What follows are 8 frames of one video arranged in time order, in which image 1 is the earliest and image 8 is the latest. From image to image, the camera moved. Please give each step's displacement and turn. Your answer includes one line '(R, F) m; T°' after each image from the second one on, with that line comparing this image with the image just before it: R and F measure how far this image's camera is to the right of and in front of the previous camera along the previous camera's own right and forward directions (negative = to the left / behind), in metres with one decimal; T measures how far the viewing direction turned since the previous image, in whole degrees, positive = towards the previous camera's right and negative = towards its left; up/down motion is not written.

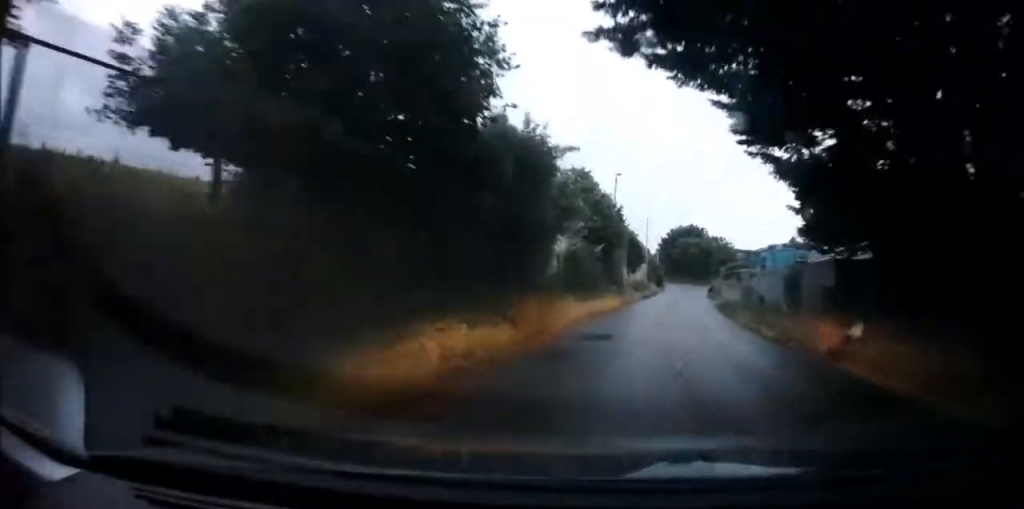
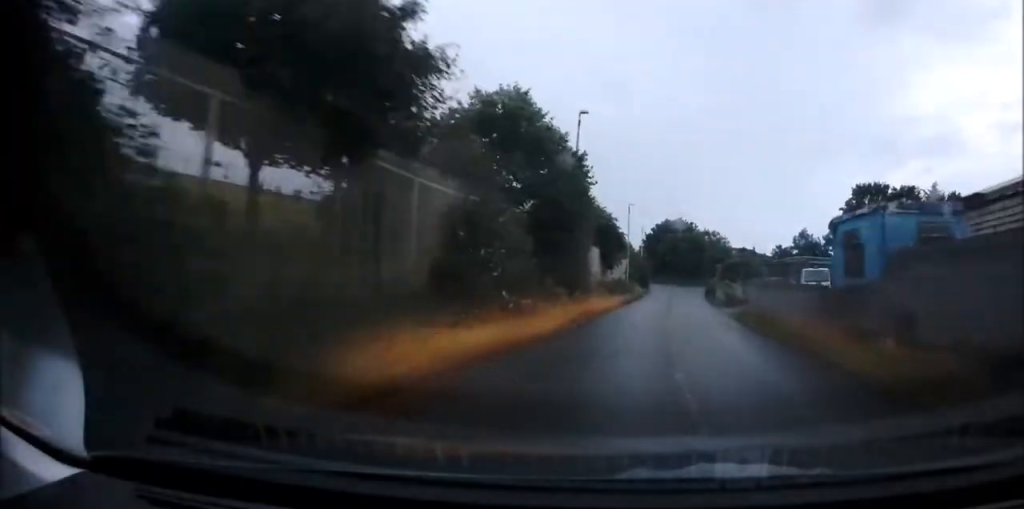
(+0.3, +14.1) m; +1°
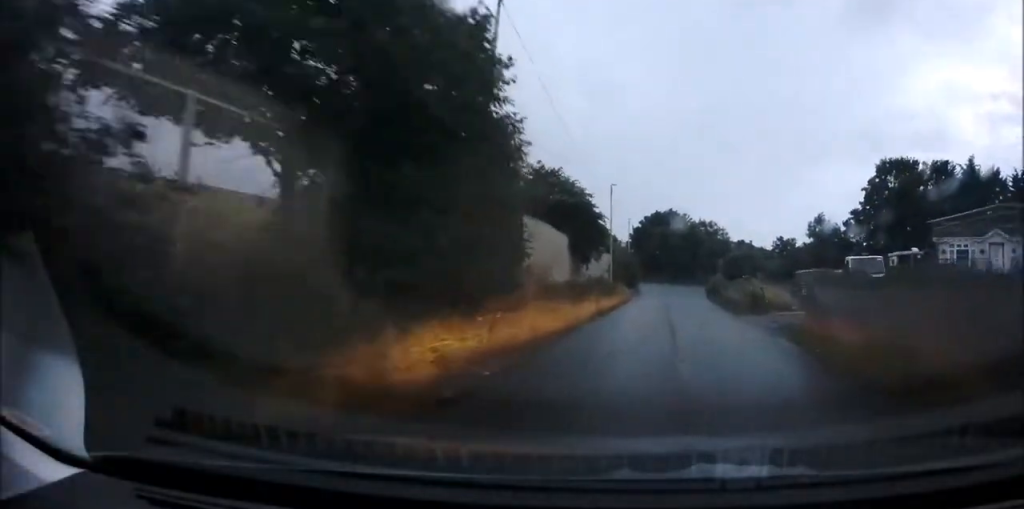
(0.0, +11.3) m; +1°
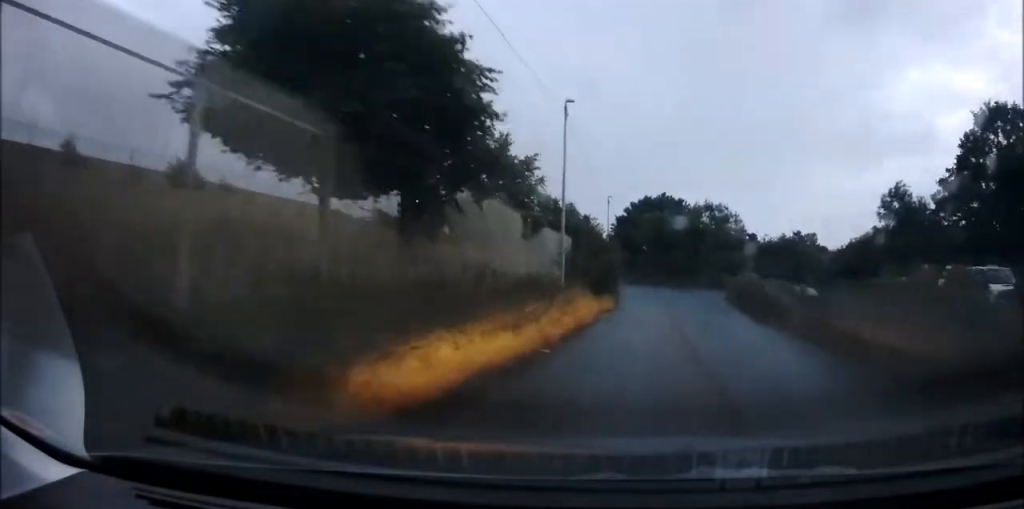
(+0.3, +21.9) m; +2°
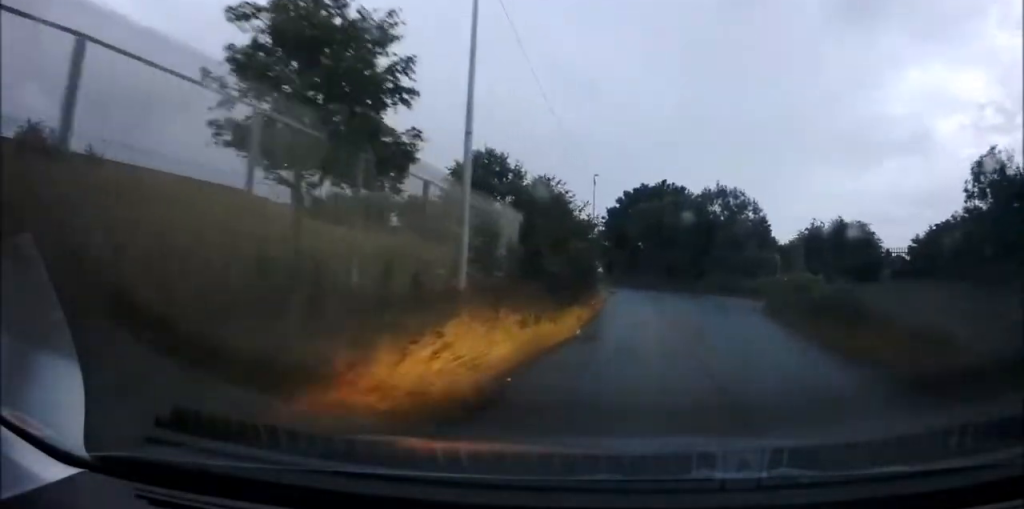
(+0.1, +12.6) m; 0°
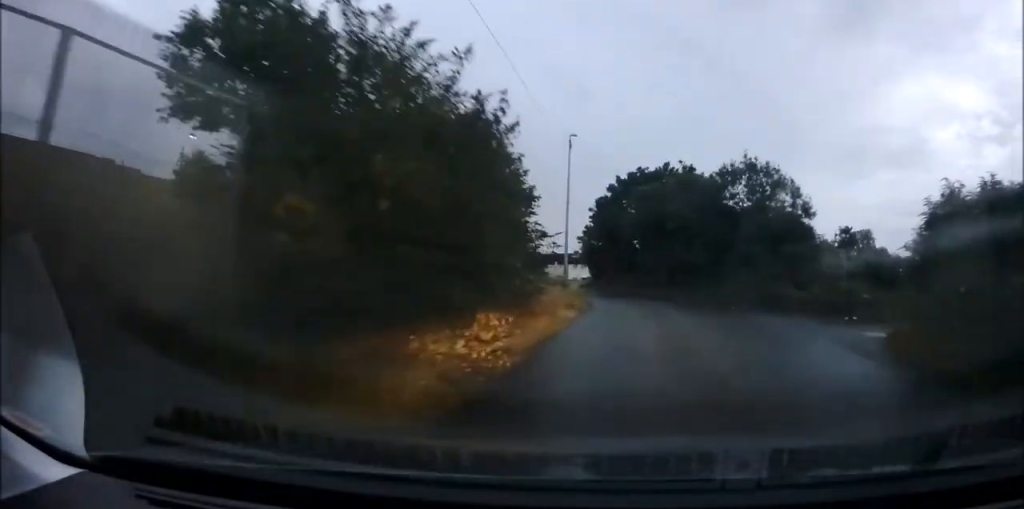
(0.0, +13.8) m; 0°
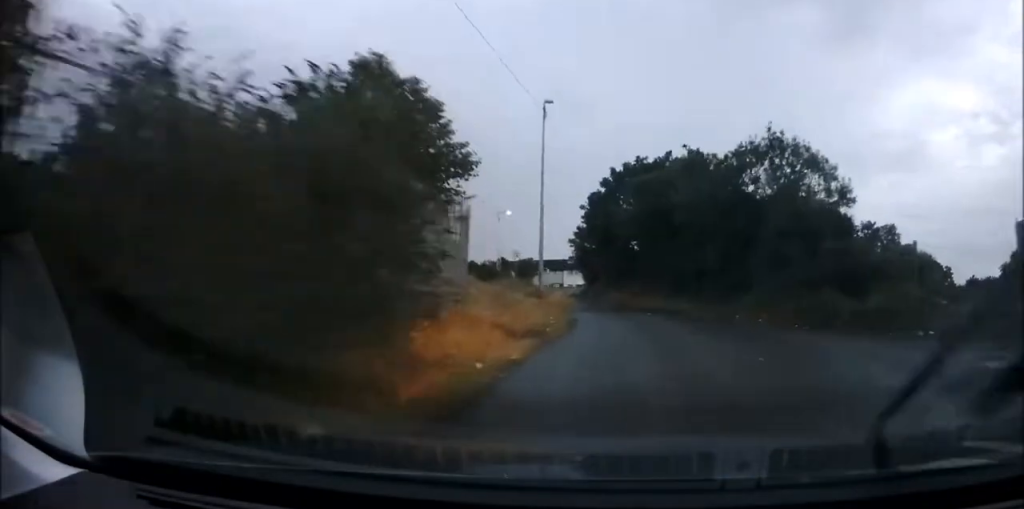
(0.0, +6.8) m; -1°
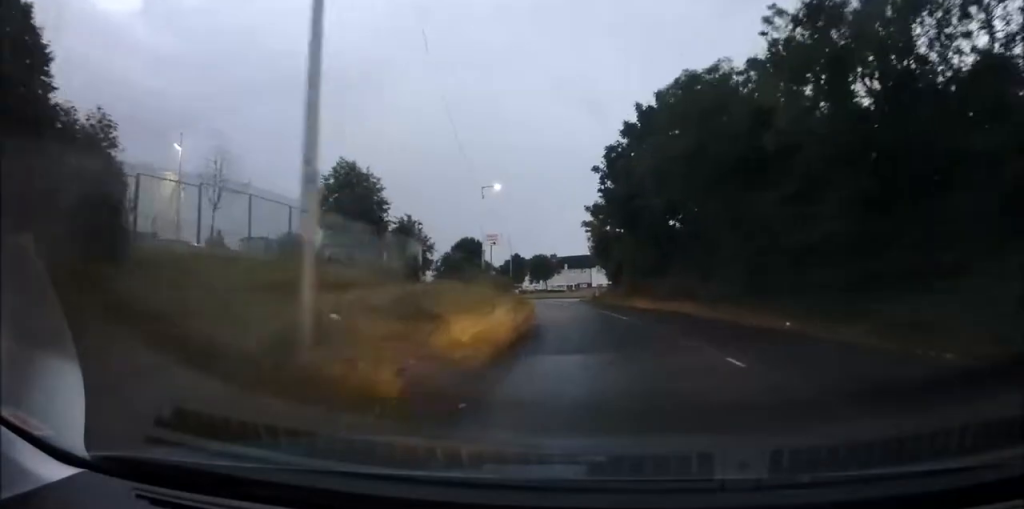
(-0.3, +17.6) m; -6°
